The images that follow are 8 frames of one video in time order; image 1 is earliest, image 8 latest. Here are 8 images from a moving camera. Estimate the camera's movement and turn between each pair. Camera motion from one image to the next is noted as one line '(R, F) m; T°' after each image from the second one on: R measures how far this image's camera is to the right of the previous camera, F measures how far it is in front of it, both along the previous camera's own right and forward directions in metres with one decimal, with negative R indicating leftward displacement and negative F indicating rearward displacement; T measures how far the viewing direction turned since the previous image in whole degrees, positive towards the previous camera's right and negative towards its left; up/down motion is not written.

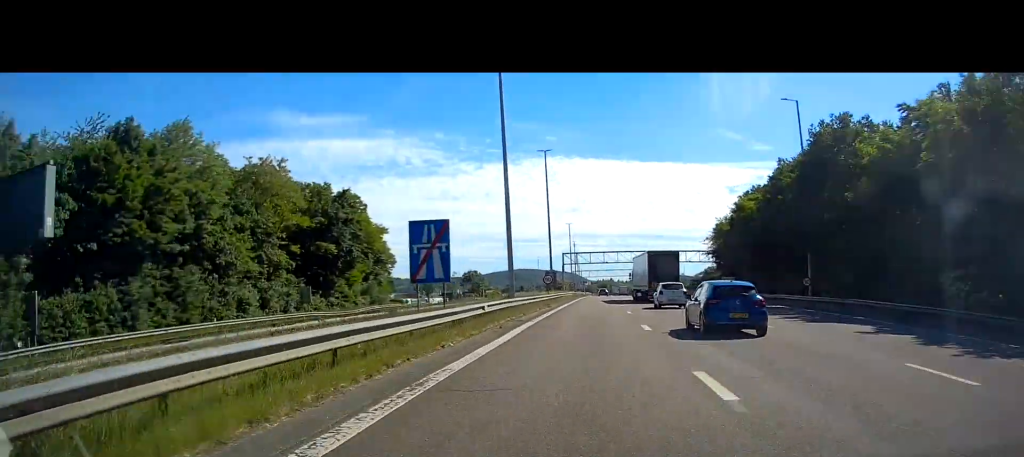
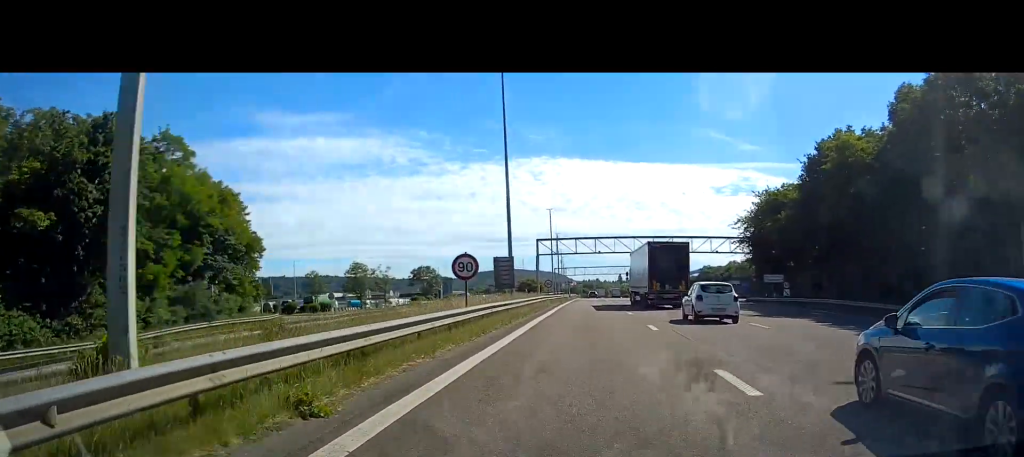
(0.0, +36.1) m; 0°
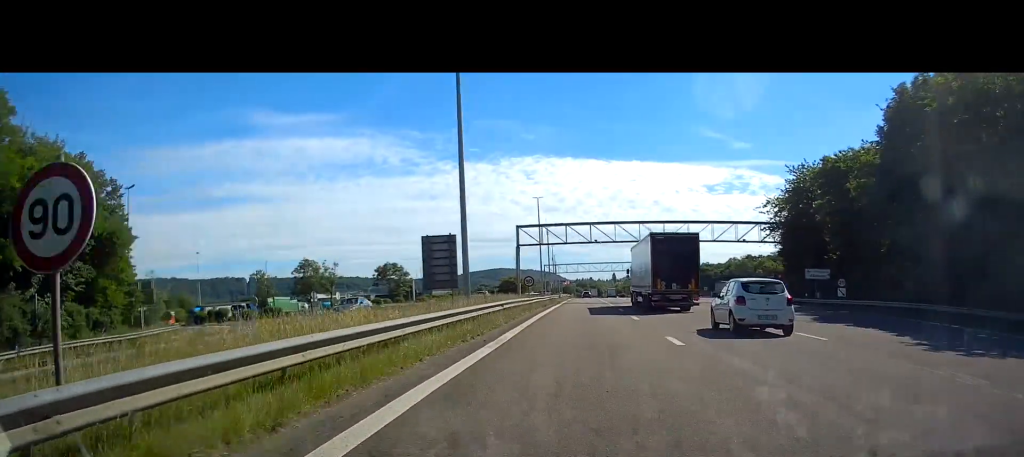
(0.0, +18.1) m; 0°
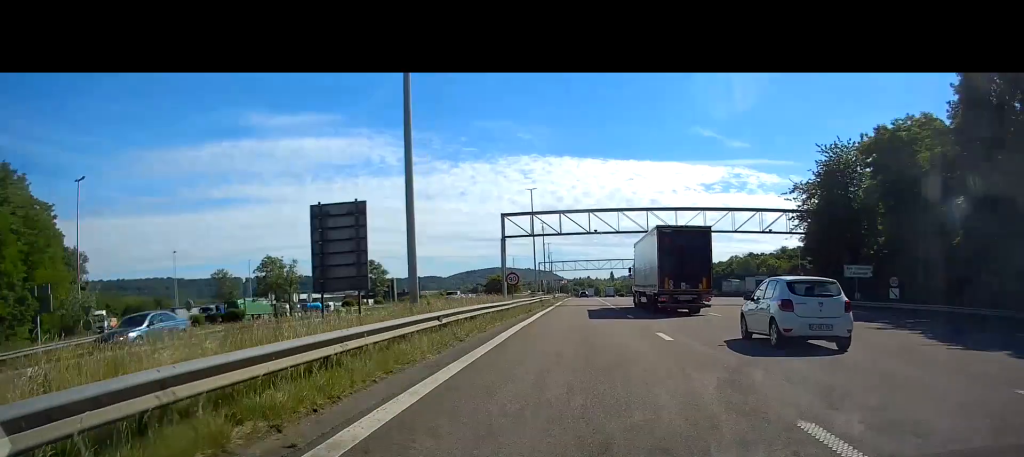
(0.0, +10.7) m; 0°
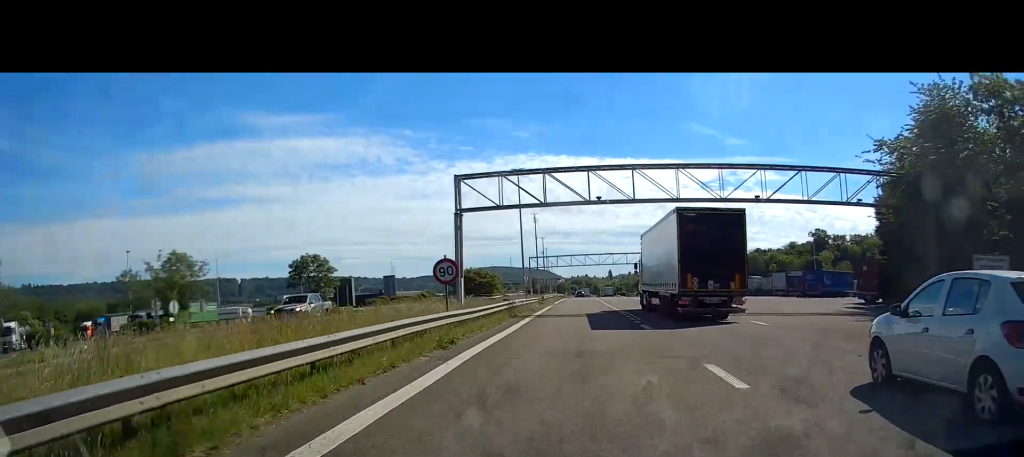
(0.0, +19.7) m; 0°
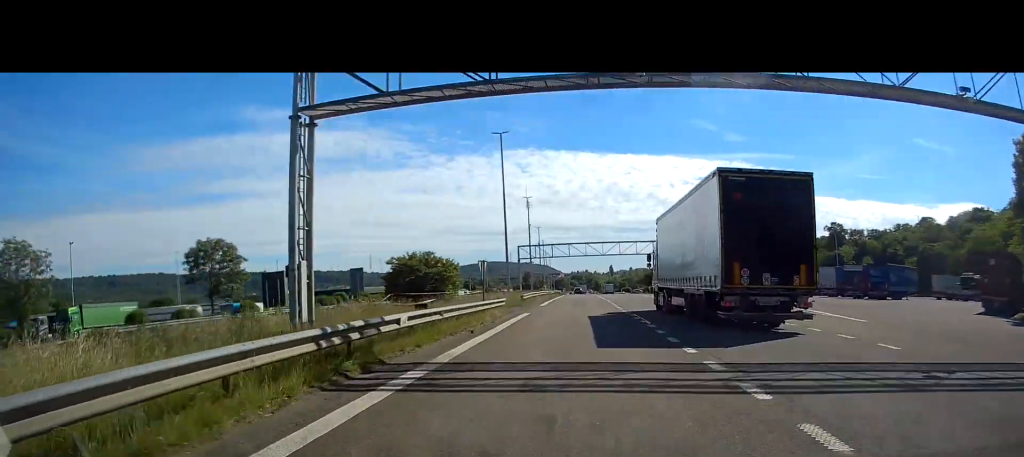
(0.0, +22.1) m; 0°
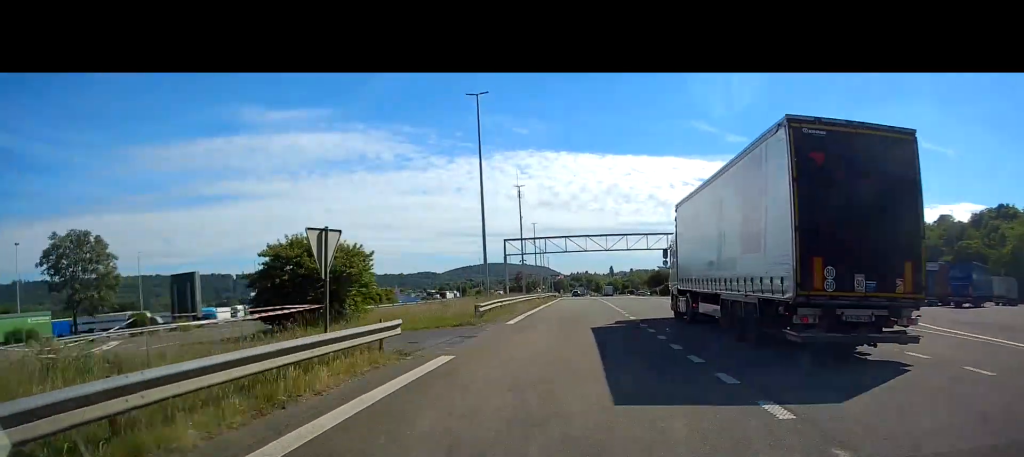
(0.0, +17.9) m; 0°
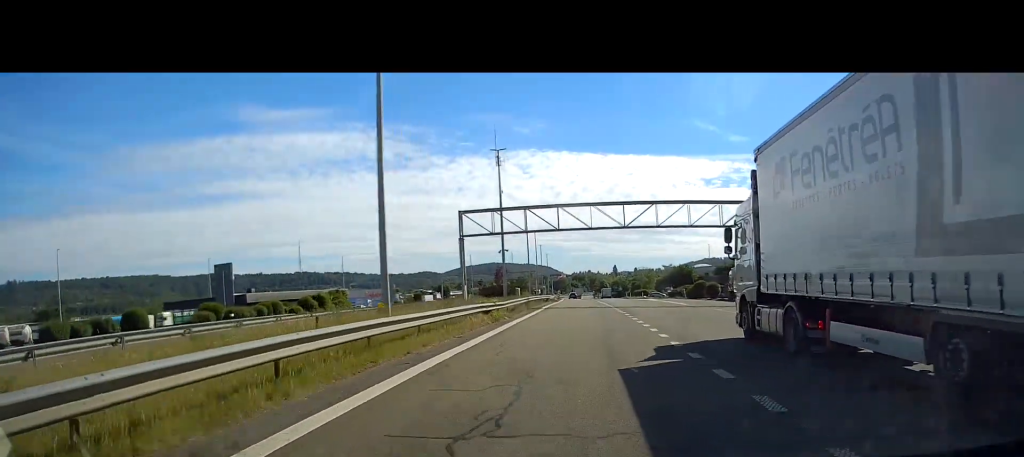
(+0.1, +32.3) m; +1°
